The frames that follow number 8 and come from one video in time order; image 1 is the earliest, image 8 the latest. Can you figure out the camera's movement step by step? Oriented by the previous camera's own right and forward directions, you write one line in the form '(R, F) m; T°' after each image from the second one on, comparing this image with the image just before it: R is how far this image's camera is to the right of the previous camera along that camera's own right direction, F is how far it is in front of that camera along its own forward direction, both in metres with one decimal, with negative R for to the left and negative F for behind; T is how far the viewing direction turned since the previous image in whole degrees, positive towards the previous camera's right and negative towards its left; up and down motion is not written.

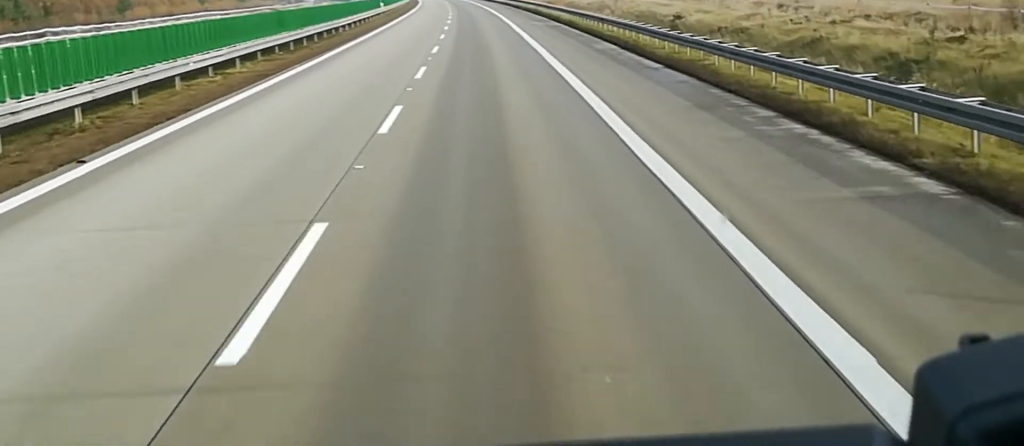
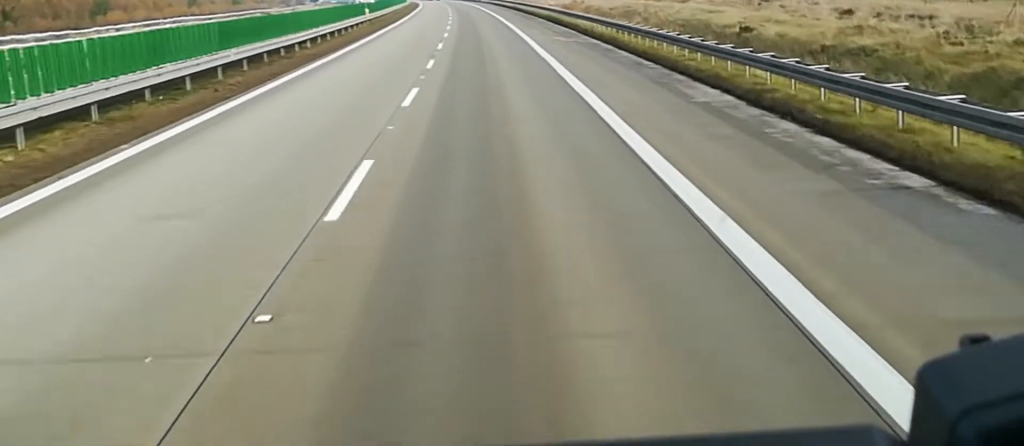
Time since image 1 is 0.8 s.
(-0.2, +19.2) m; 0°
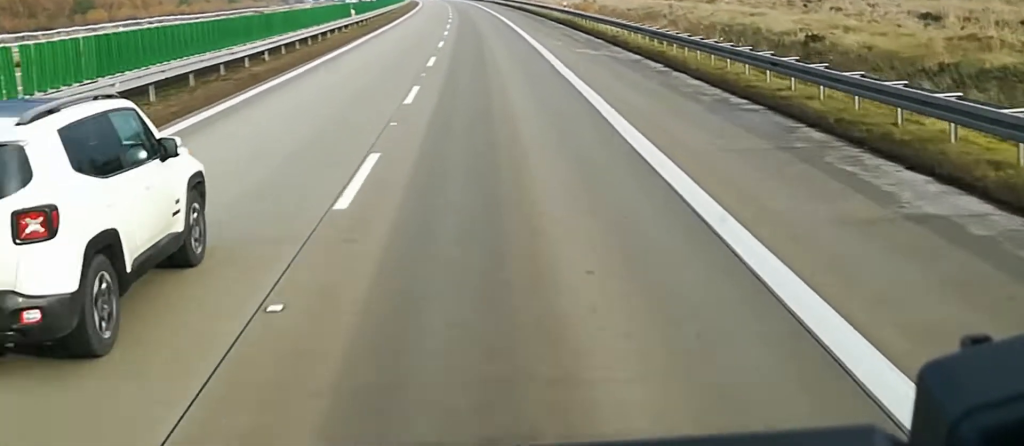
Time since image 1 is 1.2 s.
(-0.1, +11.7) m; 0°
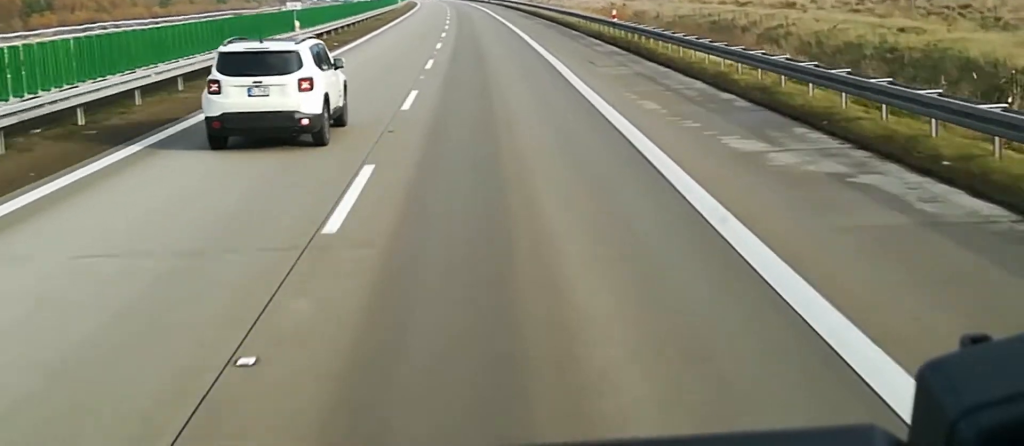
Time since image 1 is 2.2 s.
(+0.1, +25.1) m; 0°
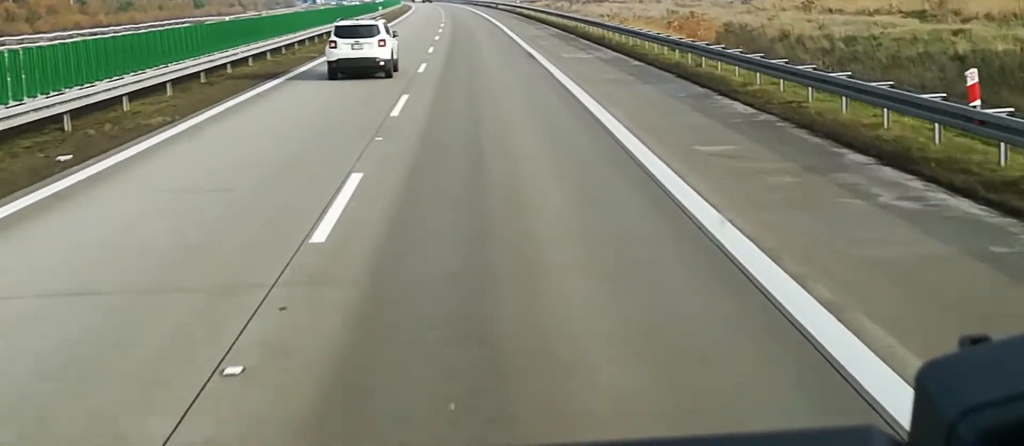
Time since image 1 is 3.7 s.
(-0.3, +36.1) m; -1°
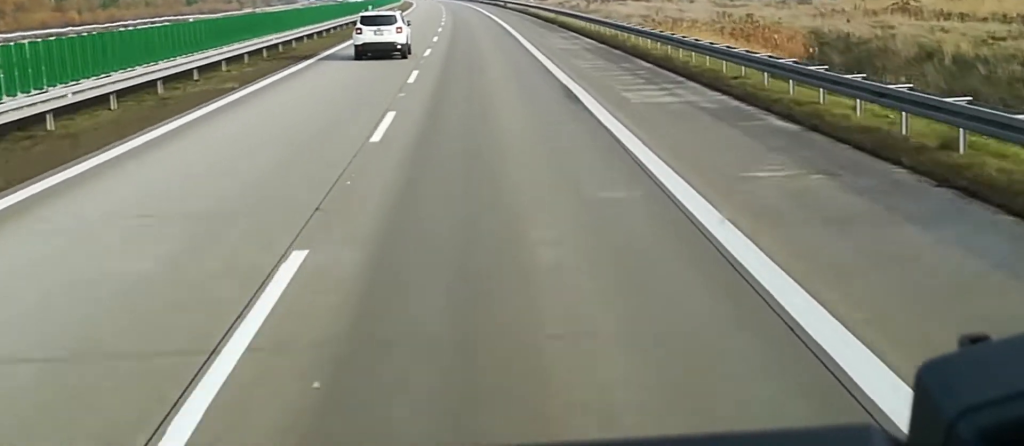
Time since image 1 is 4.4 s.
(0.0, +16.9) m; 0°
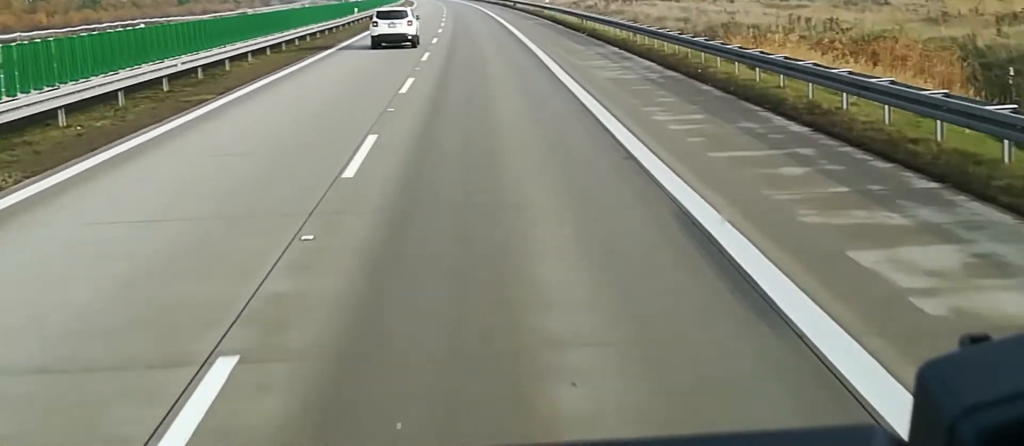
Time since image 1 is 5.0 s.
(-0.2, +15.3) m; 0°
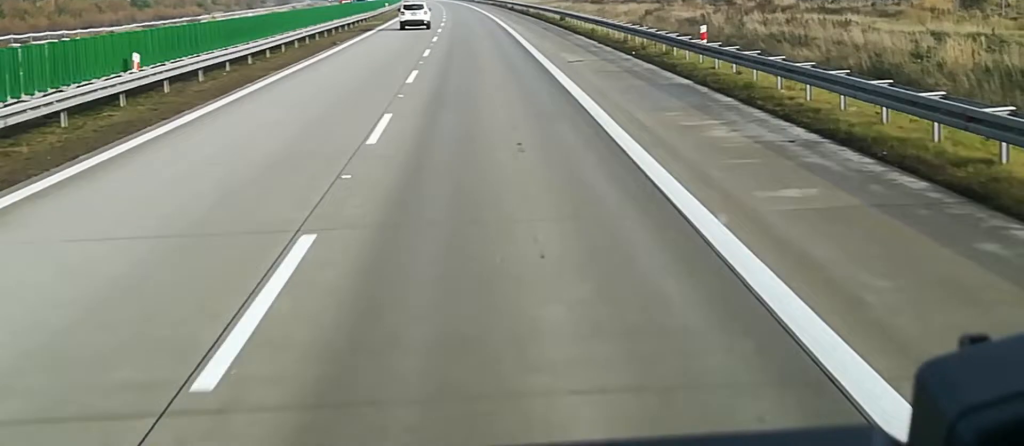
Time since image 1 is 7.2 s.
(-0.4, +56.9) m; 0°
